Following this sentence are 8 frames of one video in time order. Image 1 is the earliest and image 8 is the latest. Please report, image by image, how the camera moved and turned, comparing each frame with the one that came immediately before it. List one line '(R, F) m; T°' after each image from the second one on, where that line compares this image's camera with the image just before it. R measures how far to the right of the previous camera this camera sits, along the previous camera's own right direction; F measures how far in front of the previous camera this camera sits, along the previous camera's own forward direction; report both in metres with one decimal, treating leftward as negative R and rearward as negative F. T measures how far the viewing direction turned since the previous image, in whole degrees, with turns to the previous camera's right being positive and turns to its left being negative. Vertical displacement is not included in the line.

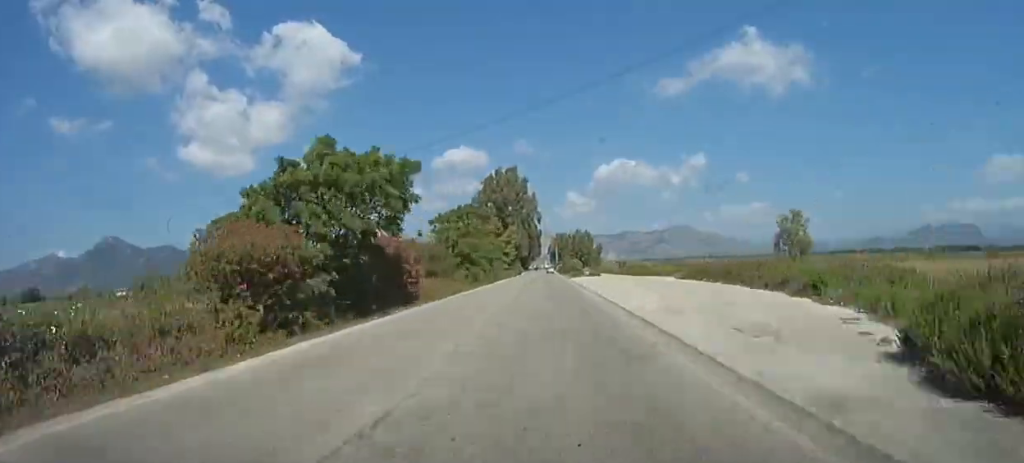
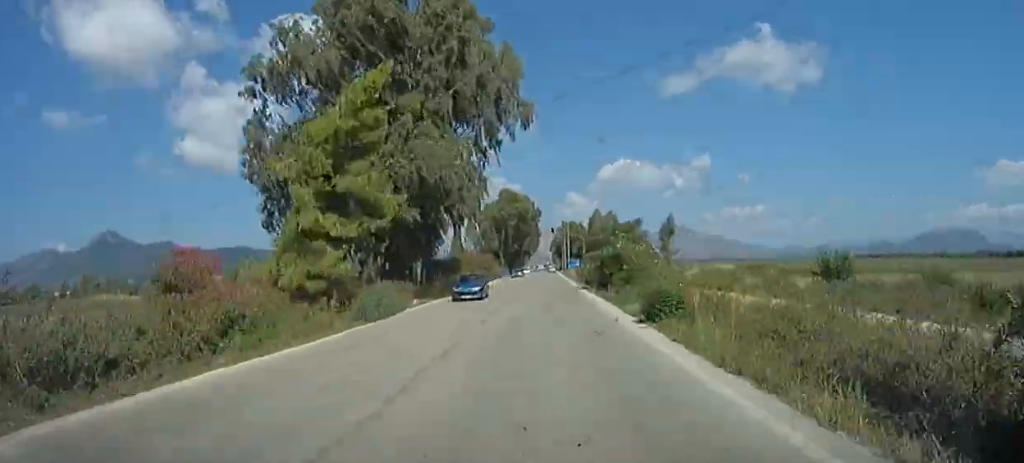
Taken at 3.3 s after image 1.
(-1.3, +81.4) m; -1°
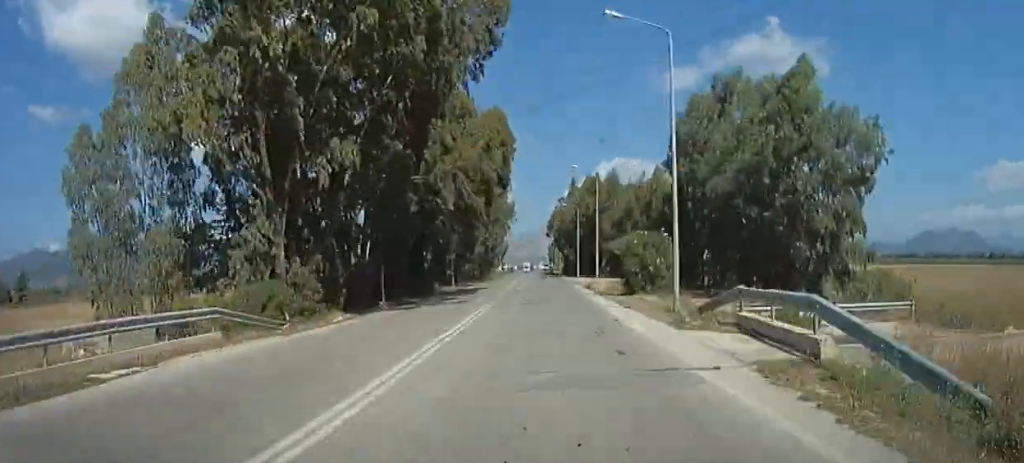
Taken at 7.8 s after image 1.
(+1.5, +107.7) m; +1°
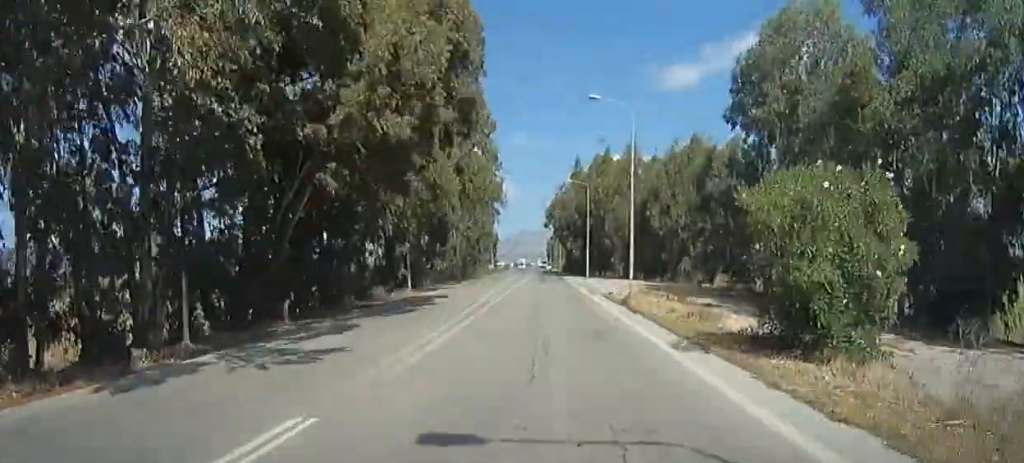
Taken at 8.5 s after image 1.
(-0.4, +18.4) m; 0°
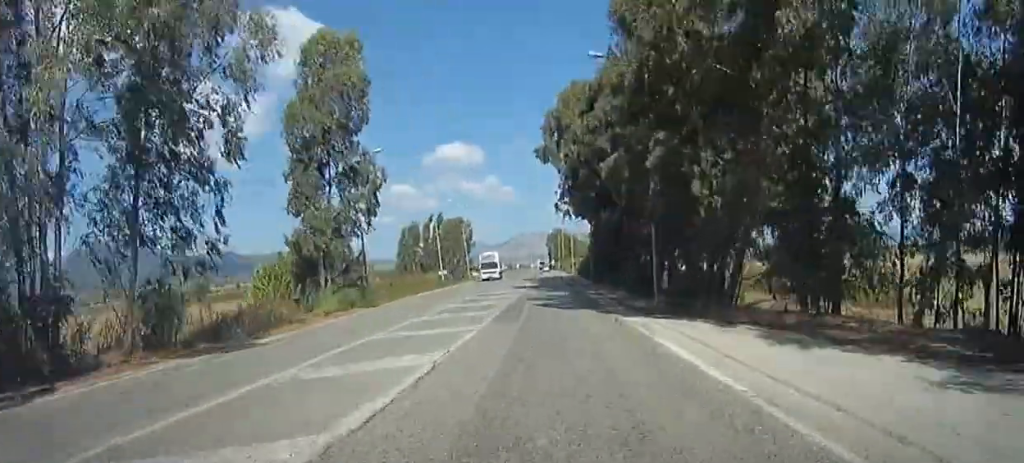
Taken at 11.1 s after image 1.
(+0.8, +63.0) m; 0°
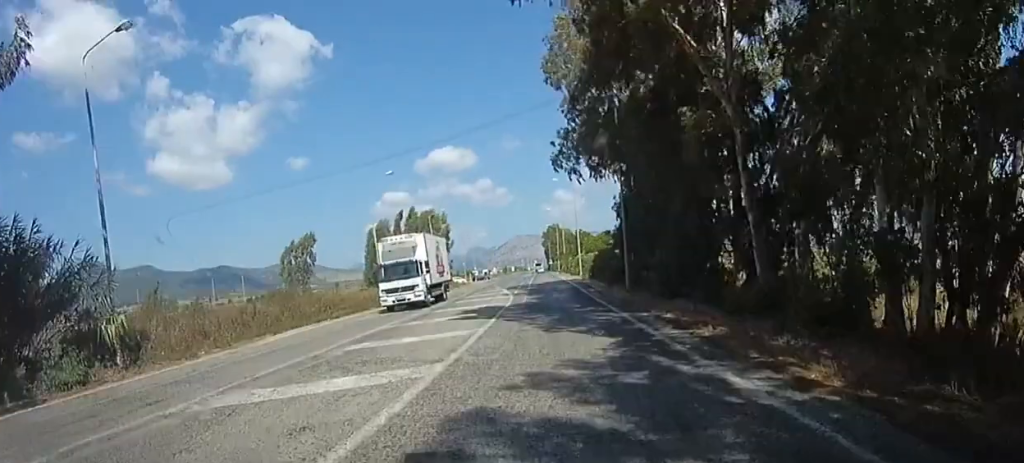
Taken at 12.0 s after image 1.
(-0.6, +22.3) m; 0°
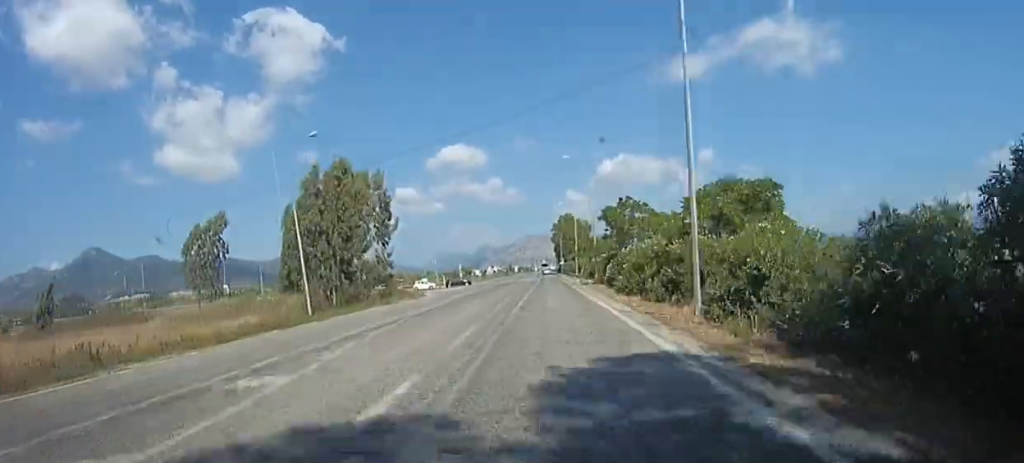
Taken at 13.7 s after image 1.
(+0.3, +40.5) m; 0°
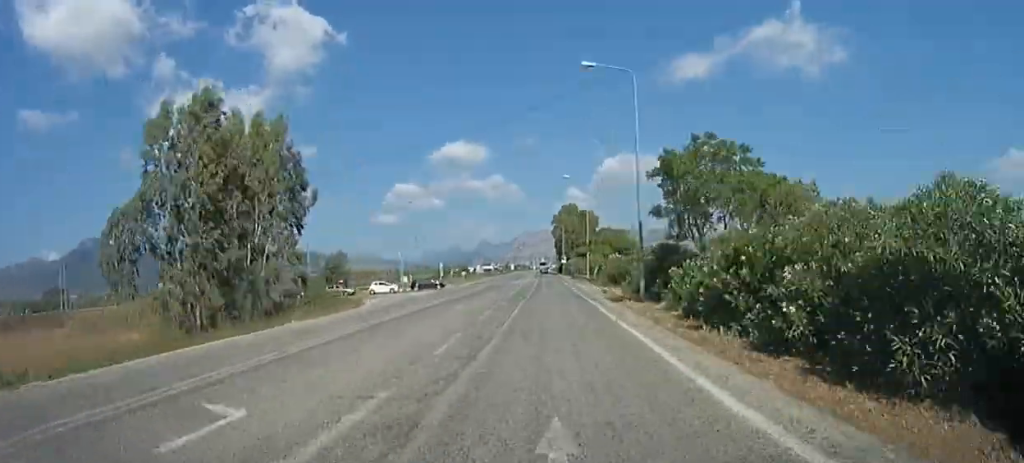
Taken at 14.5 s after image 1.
(+0.5, +20.3) m; 0°
